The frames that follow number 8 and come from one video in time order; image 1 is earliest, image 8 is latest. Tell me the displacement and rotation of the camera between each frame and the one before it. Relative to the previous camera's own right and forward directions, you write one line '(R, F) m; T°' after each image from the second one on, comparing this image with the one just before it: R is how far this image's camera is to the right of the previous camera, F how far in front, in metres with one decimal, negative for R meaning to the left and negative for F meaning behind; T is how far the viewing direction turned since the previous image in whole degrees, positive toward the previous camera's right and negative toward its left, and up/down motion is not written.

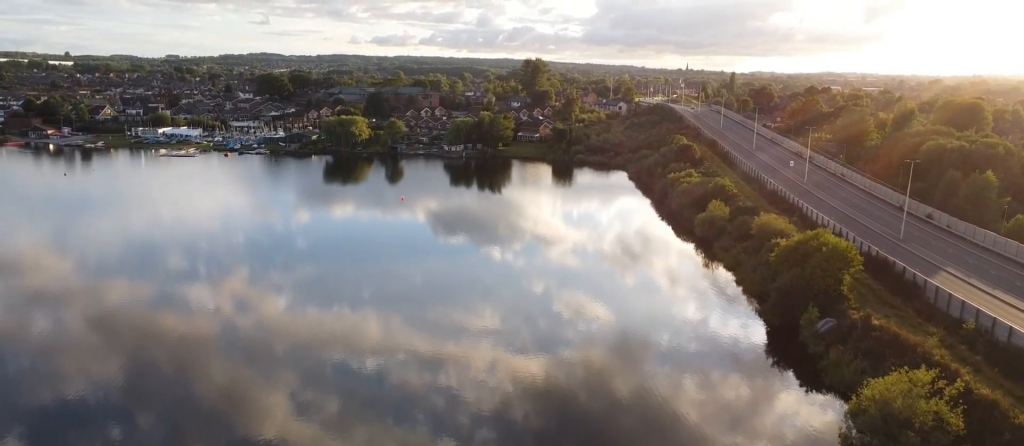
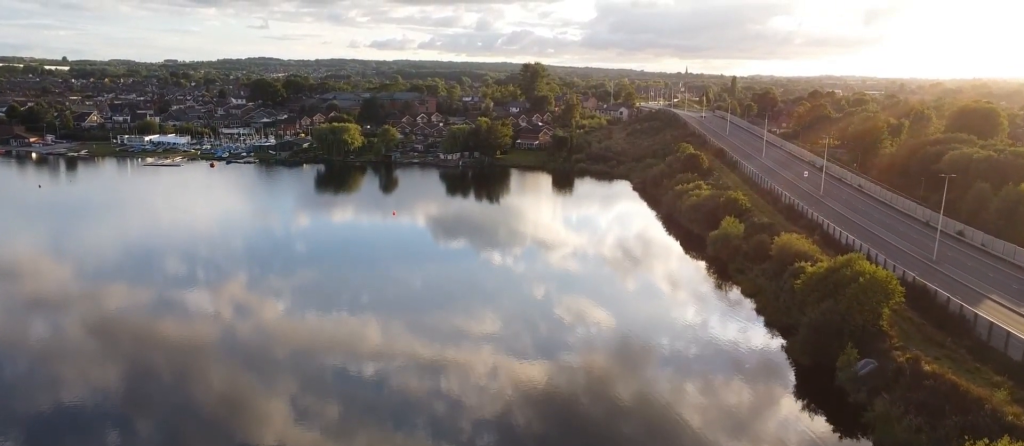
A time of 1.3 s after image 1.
(0.0, +10.7) m; 0°
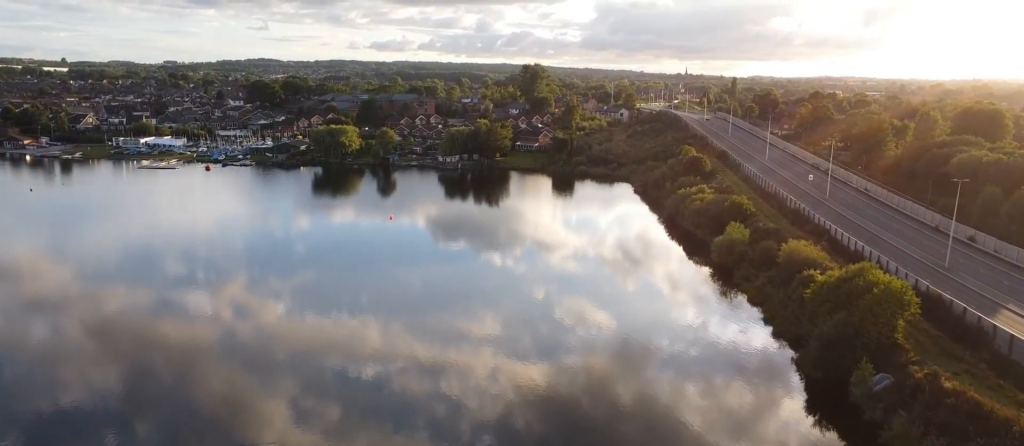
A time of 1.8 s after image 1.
(0.0, +3.7) m; 0°
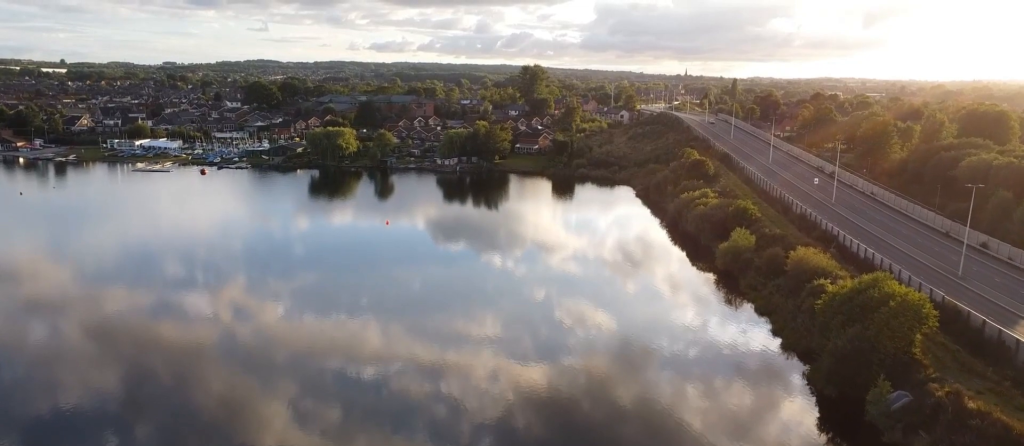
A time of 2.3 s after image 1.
(0.0, +3.7) m; 0°
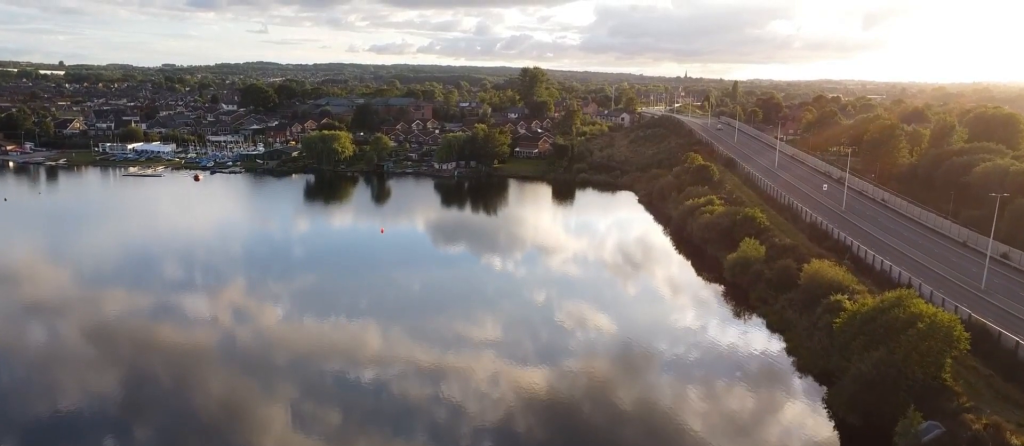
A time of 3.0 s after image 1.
(0.0, +5.5) m; 0°
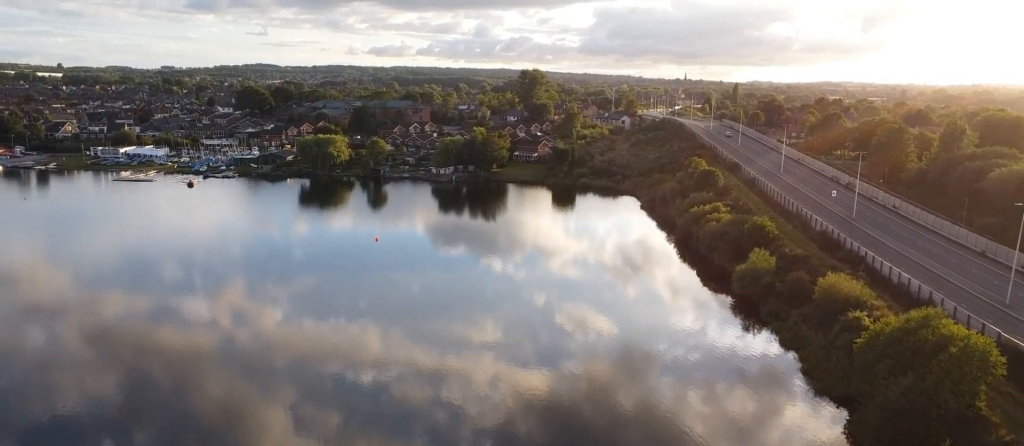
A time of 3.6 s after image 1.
(+0.1, +5.3) m; 0°
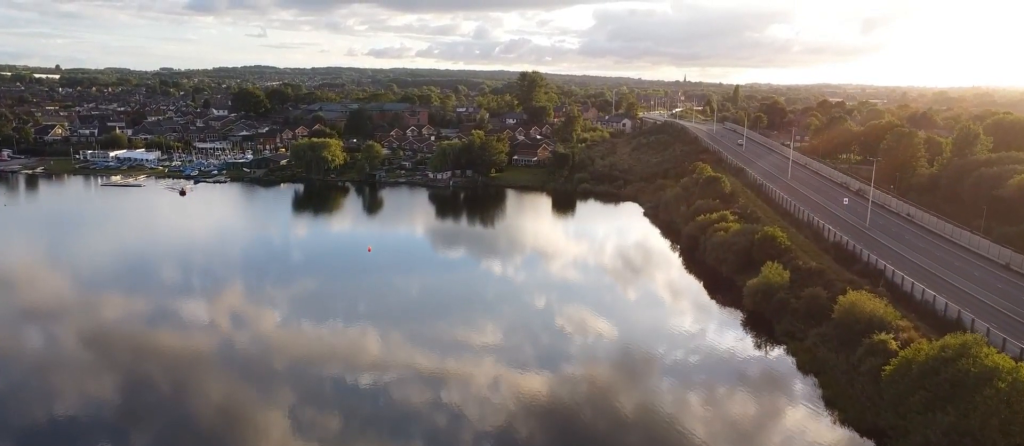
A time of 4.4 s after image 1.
(-0.1, +6.4) m; 0°
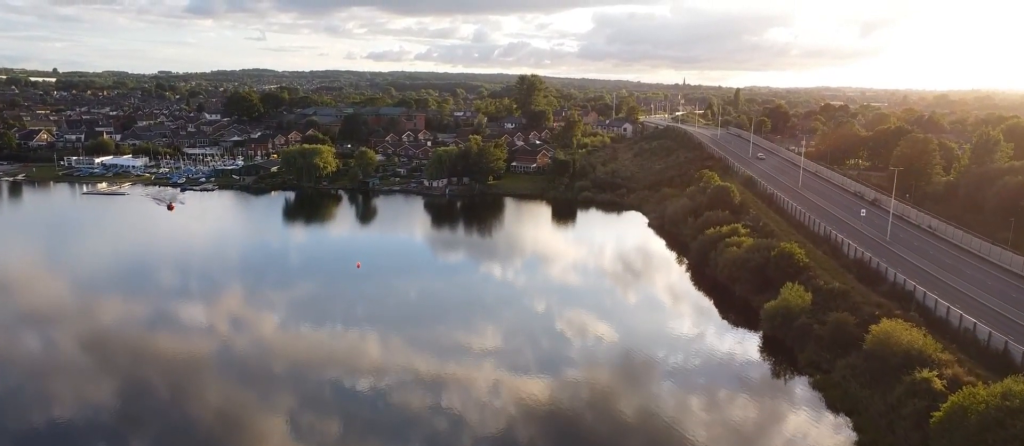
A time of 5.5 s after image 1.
(0.0, +8.8) m; 0°
